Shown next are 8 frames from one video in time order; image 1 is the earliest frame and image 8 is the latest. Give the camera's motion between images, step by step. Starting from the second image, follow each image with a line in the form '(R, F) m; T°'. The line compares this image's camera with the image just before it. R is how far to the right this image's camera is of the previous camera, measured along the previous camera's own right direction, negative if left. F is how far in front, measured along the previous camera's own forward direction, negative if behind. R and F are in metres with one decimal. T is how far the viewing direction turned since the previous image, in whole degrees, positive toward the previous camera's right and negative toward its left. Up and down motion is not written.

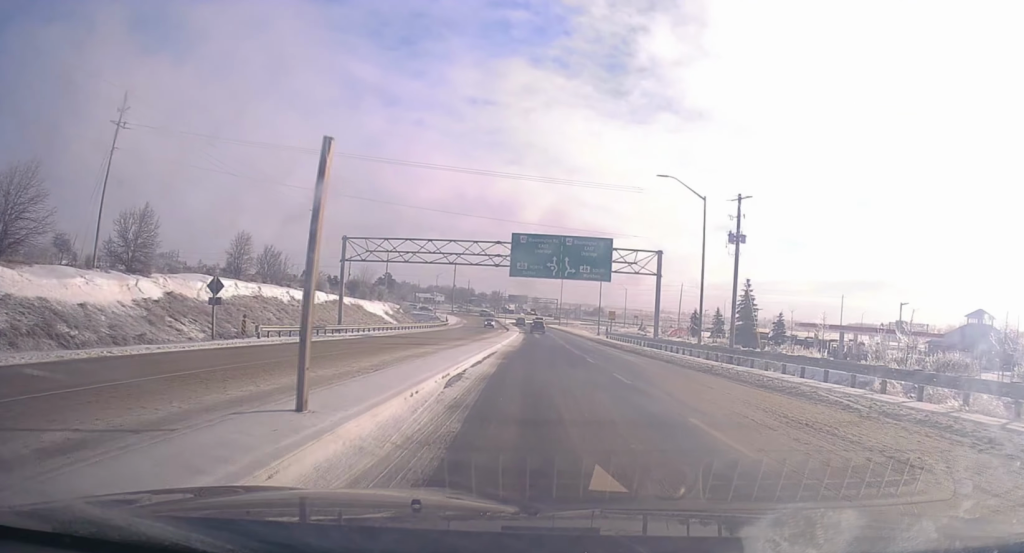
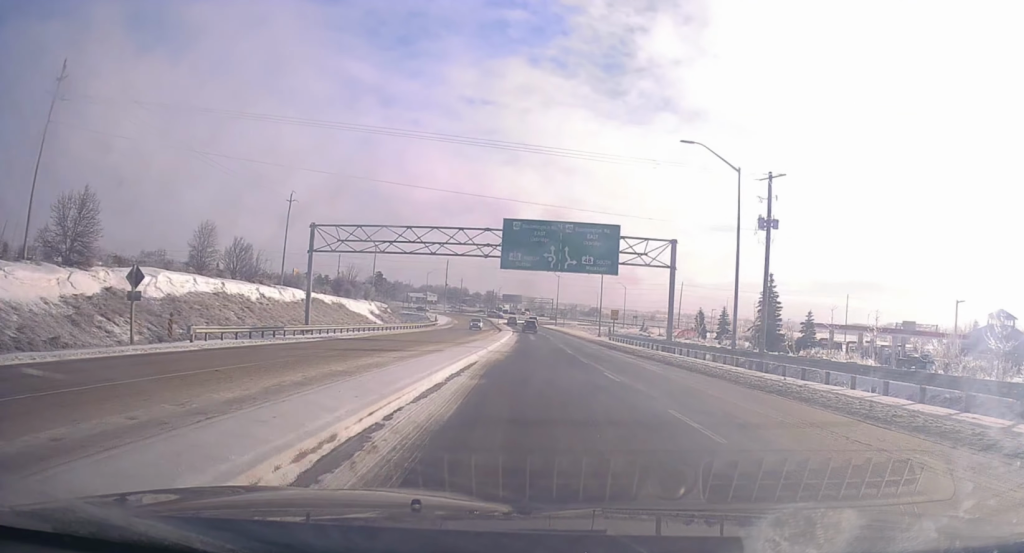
(-0.2, +7.8) m; 0°
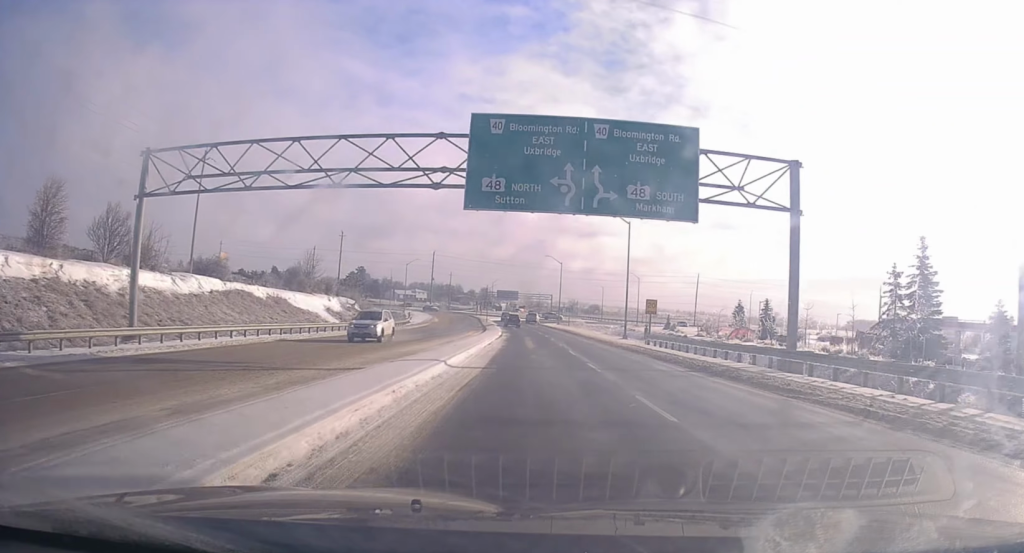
(+0.4, +24.6) m; 0°
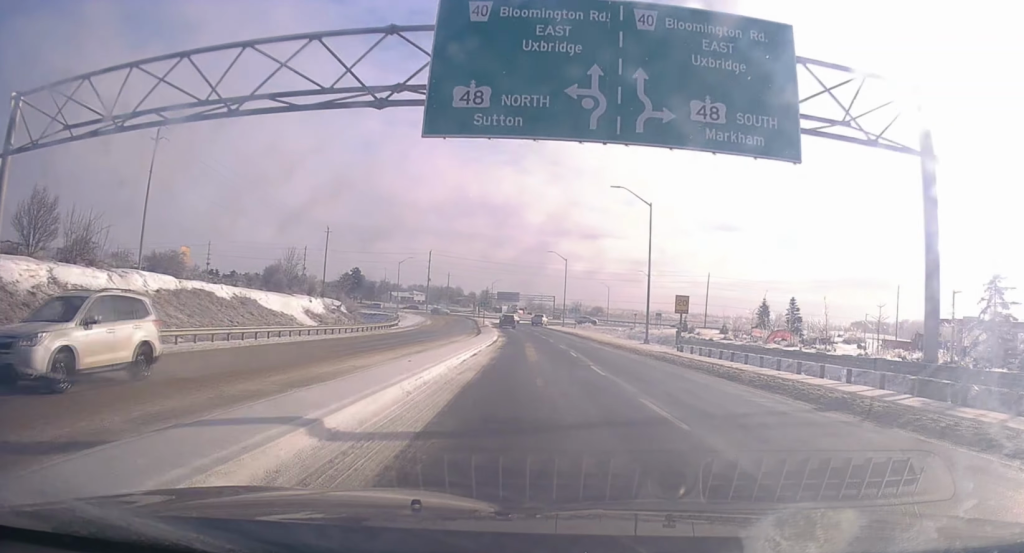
(0.0, +9.8) m; 0°
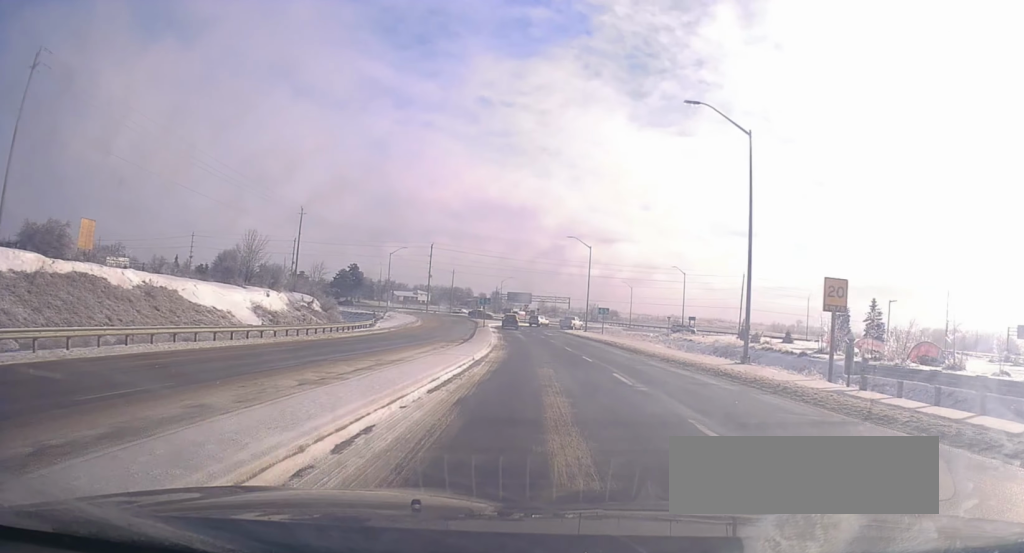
(+0.1, +20.5) m; -1°
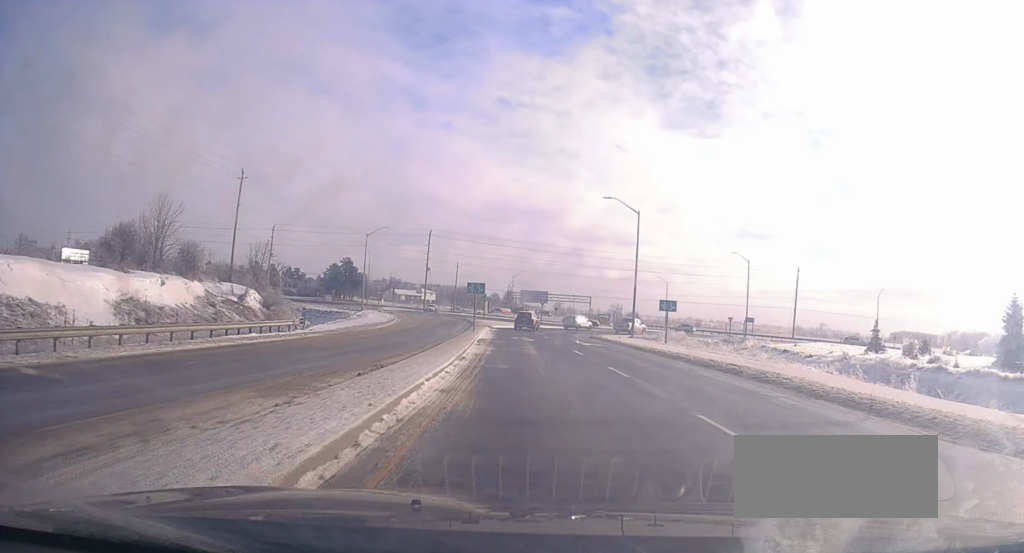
(-0.7, +26.6) m; -2°
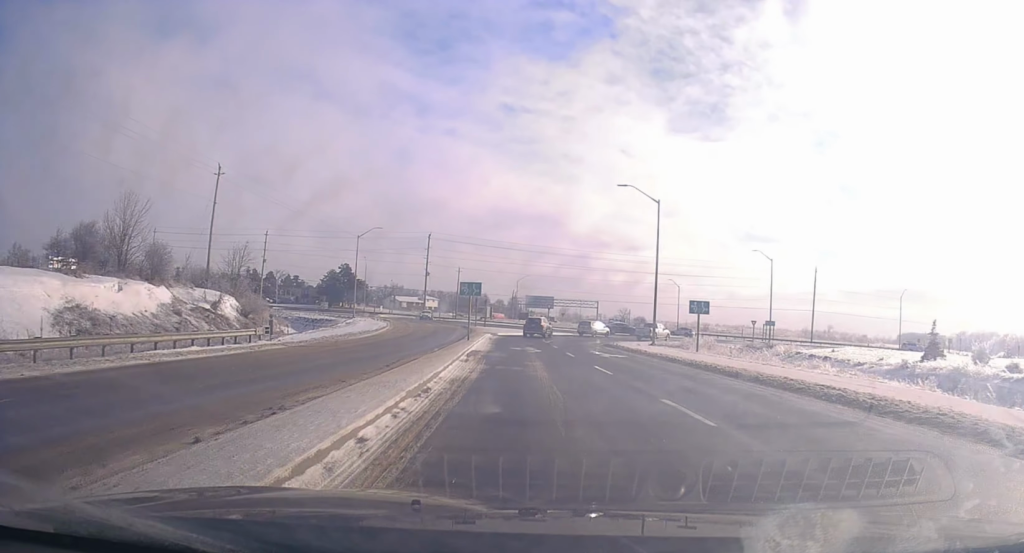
(0.0, +6.9) m; 0°
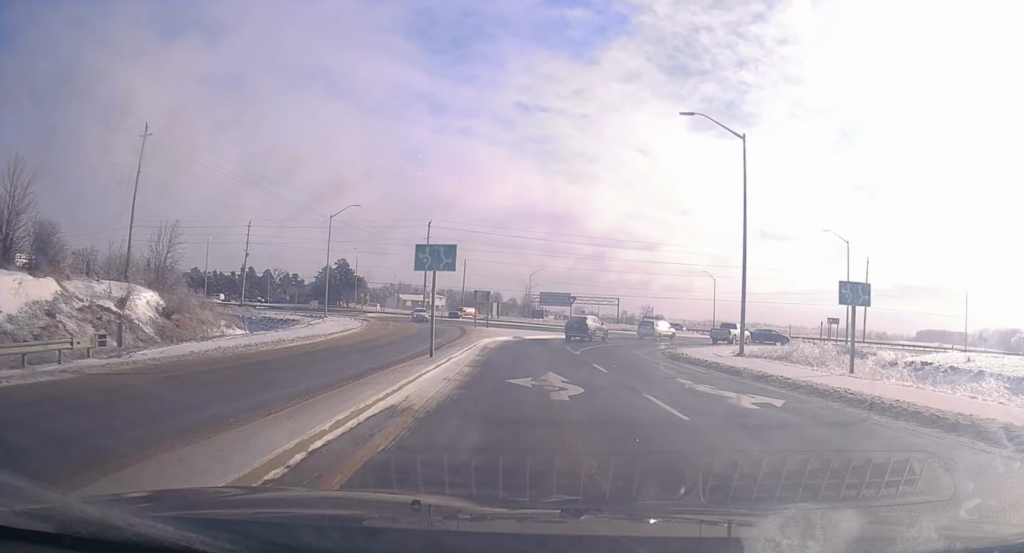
(-0.1, +18.6) m; +2°
